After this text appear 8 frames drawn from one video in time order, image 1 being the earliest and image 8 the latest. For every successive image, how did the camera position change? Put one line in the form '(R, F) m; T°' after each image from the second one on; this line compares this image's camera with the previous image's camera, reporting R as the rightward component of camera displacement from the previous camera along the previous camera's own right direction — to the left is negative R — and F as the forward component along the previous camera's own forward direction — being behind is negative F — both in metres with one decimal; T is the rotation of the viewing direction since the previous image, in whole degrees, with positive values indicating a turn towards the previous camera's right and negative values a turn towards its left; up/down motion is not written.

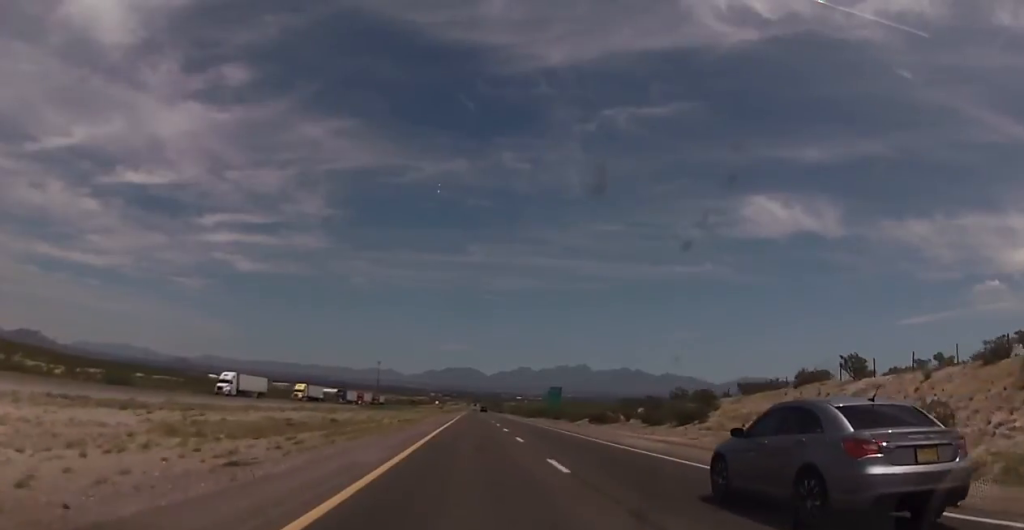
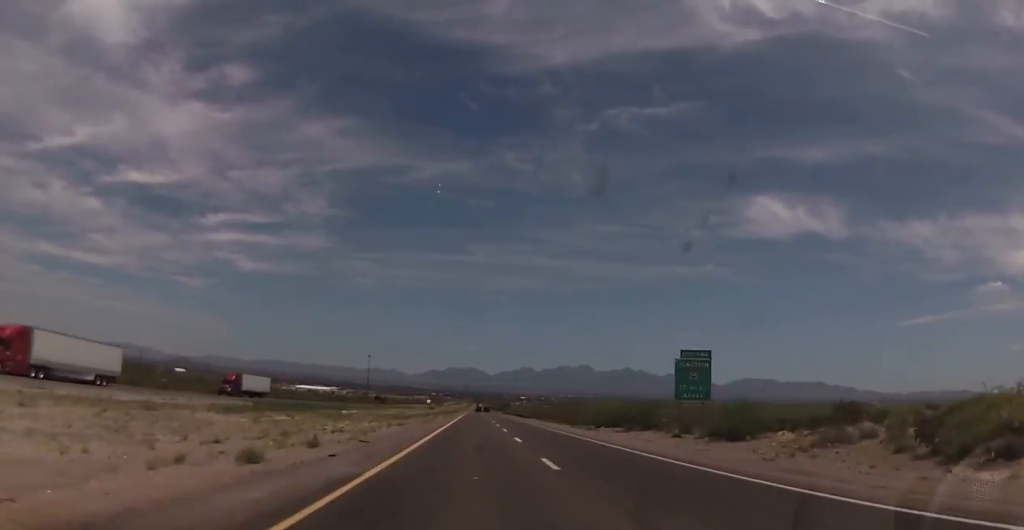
(+0.5, +96.1) m; +1°
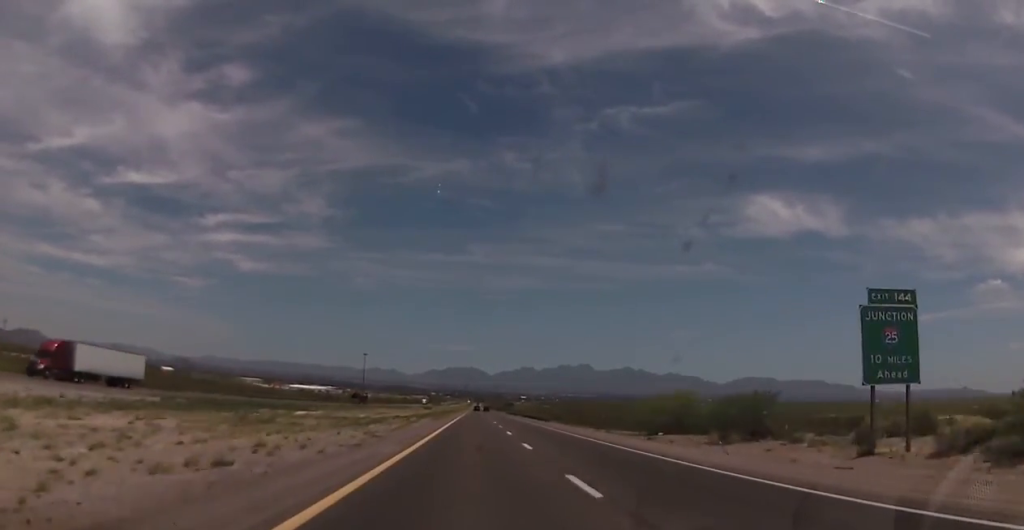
(+0.1, +29.0) m; 0°
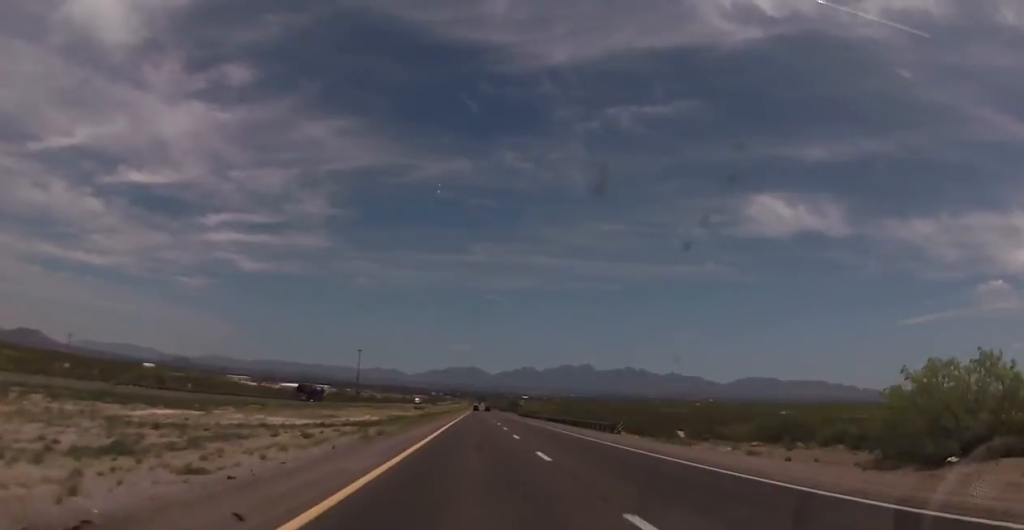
(-0.4, +41.4) m; -1°
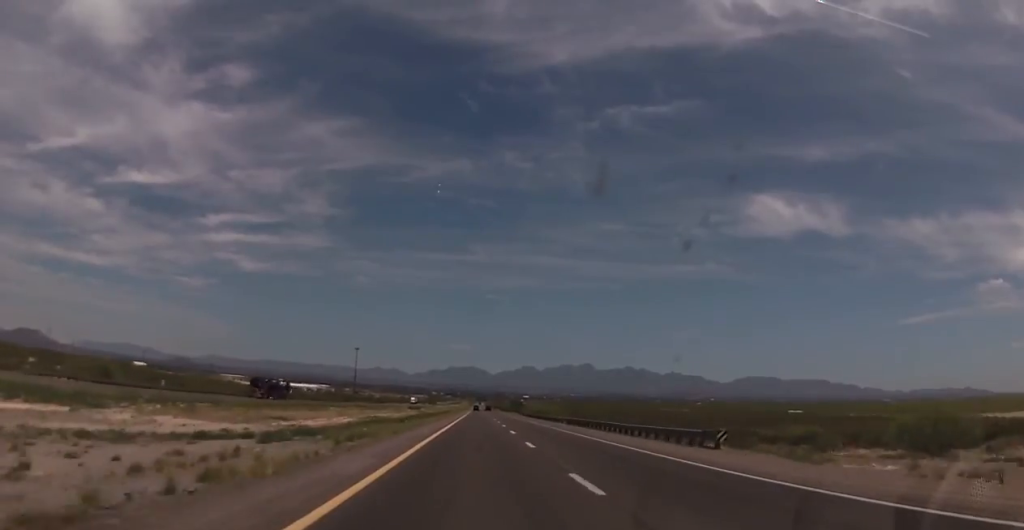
(0.0, +19.0) m; 0°
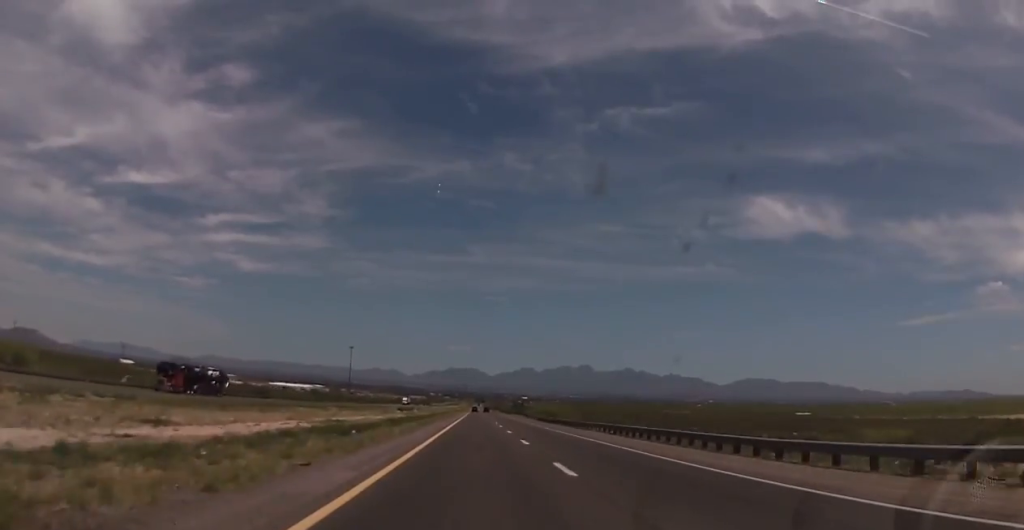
(-0.1, +21.2) m; 0°
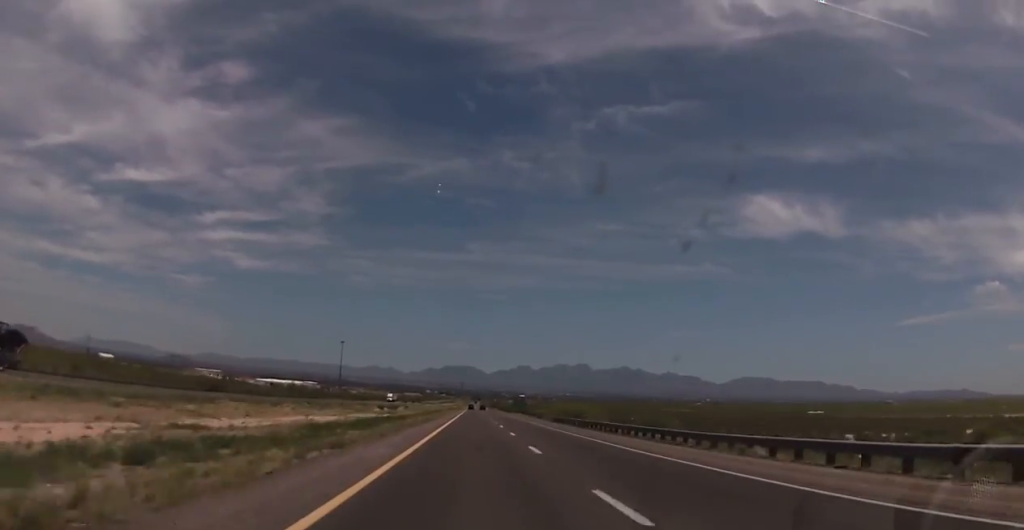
(+0.1, +30.2) m; +1°
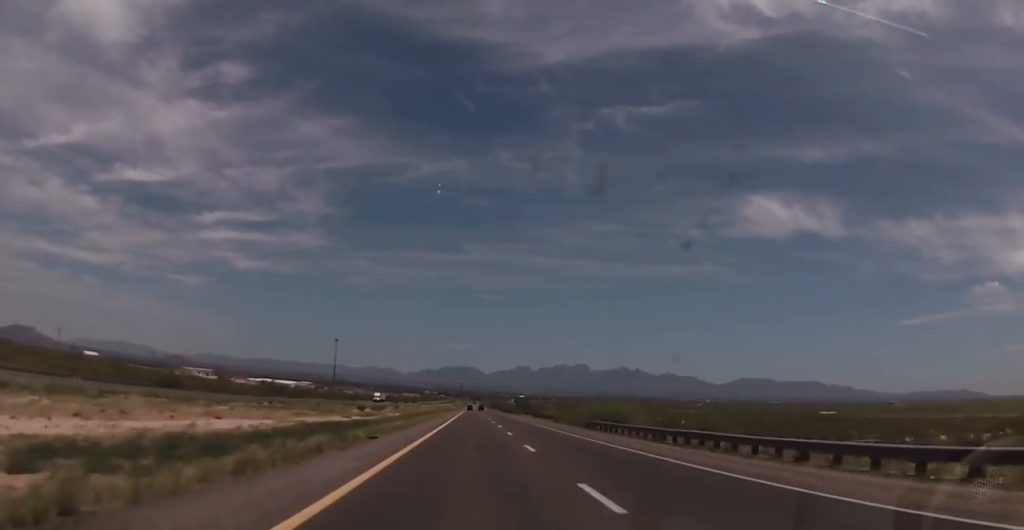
(+0.2, +23.5) m; 0°
